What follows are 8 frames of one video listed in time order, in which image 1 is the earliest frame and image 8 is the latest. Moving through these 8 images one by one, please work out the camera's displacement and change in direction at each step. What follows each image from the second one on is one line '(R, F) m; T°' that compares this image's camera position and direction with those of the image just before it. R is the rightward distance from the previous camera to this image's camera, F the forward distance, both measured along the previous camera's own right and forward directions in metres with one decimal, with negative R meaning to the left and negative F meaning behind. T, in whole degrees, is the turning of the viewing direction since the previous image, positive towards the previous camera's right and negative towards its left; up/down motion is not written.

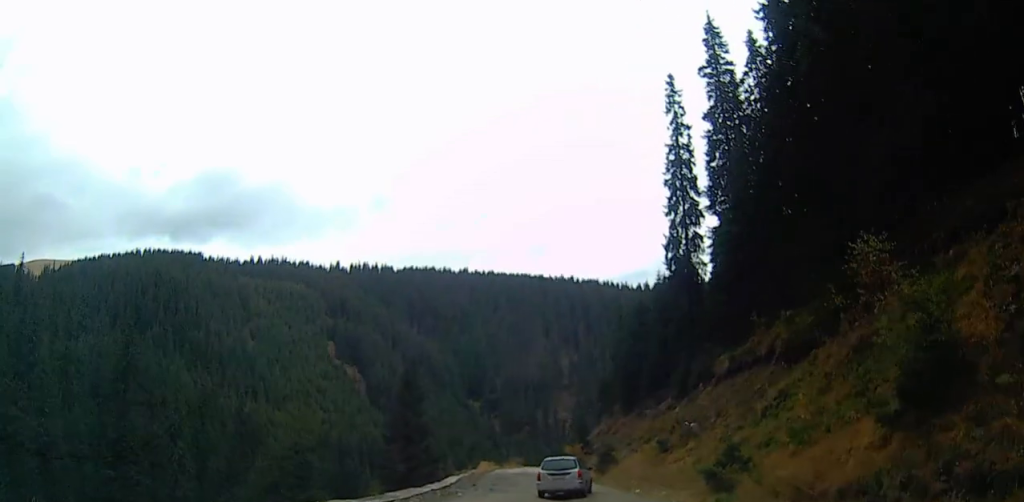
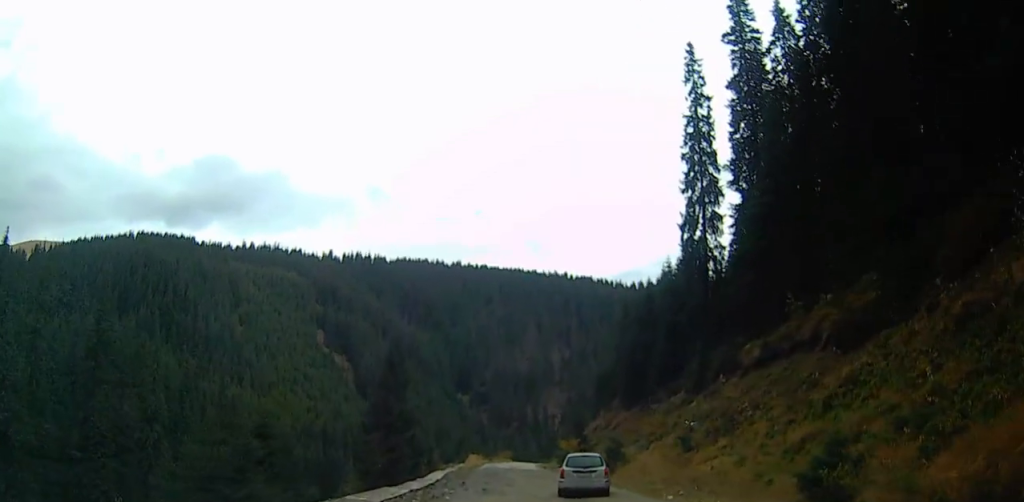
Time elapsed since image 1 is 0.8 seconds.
(-0.1, +5.3) m; -2°
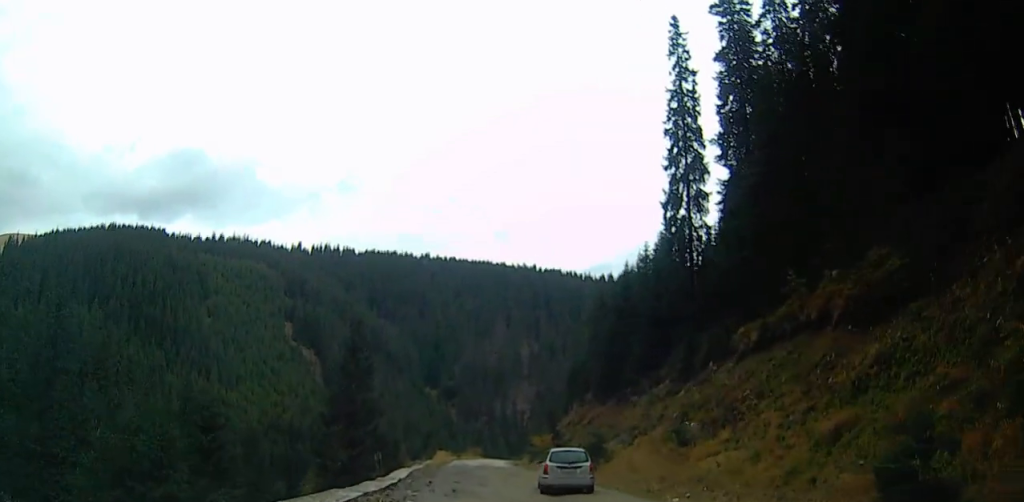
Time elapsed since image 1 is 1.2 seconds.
(-0.1, +3.0) m; -1°
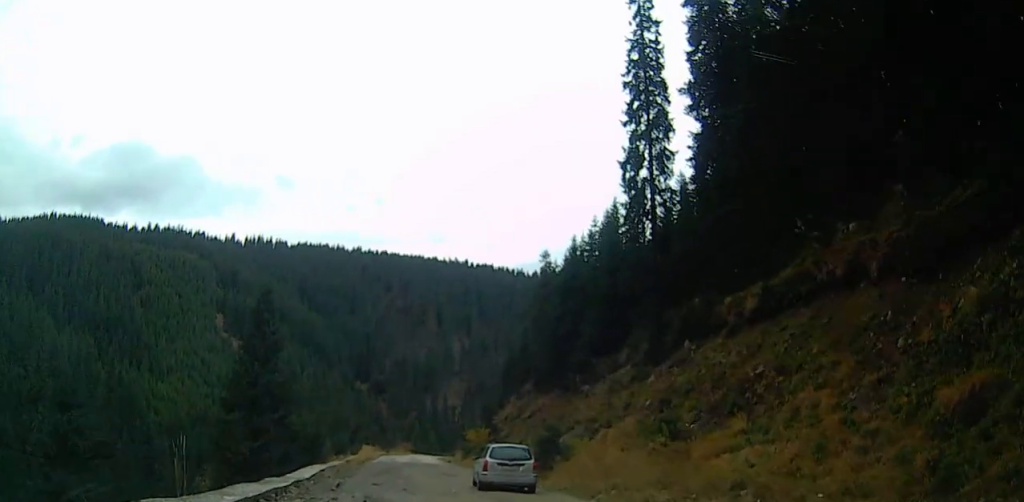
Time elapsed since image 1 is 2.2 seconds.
(0.0, +6.1) m; +4°
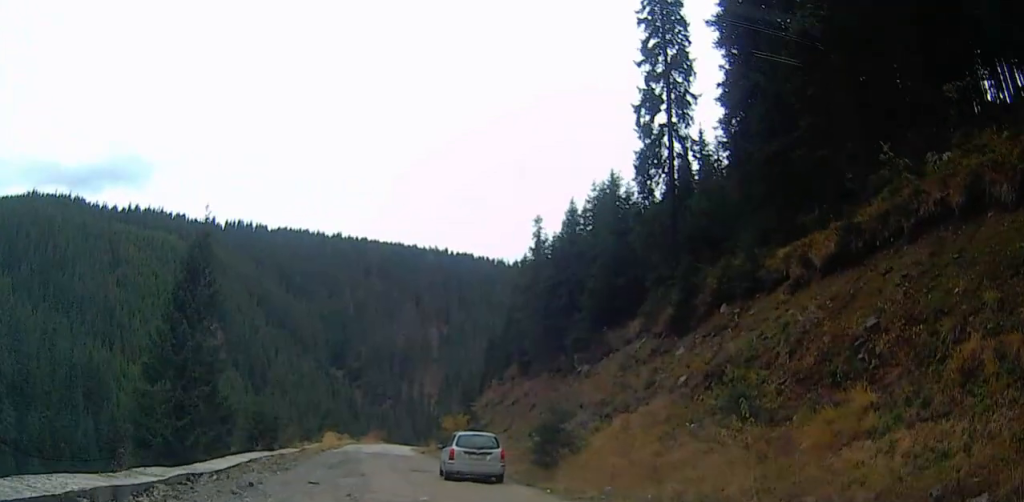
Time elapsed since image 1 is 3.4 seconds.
(+0.5, +6.8) m; +5°
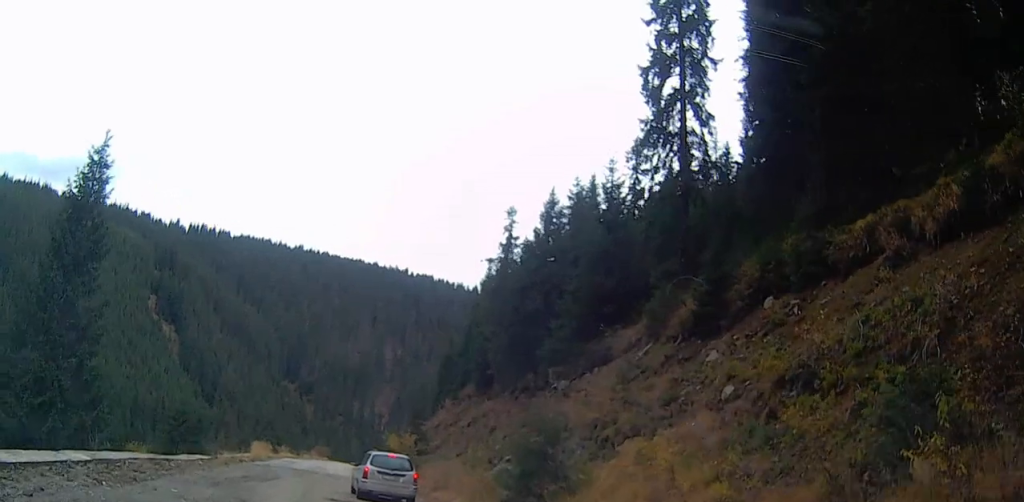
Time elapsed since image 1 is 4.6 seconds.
(+0.3, +7.6) m; +4°
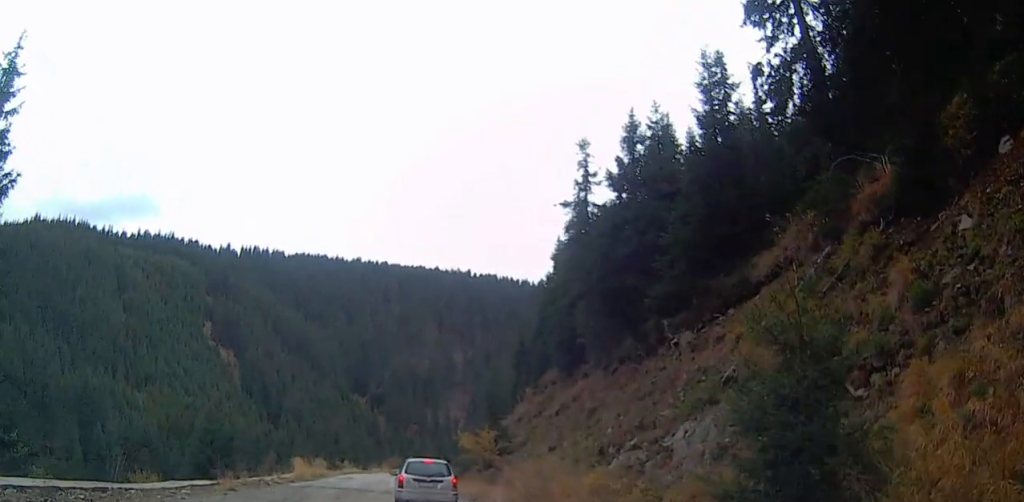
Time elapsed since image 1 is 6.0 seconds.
(-0.5, +8.8) m; -8°
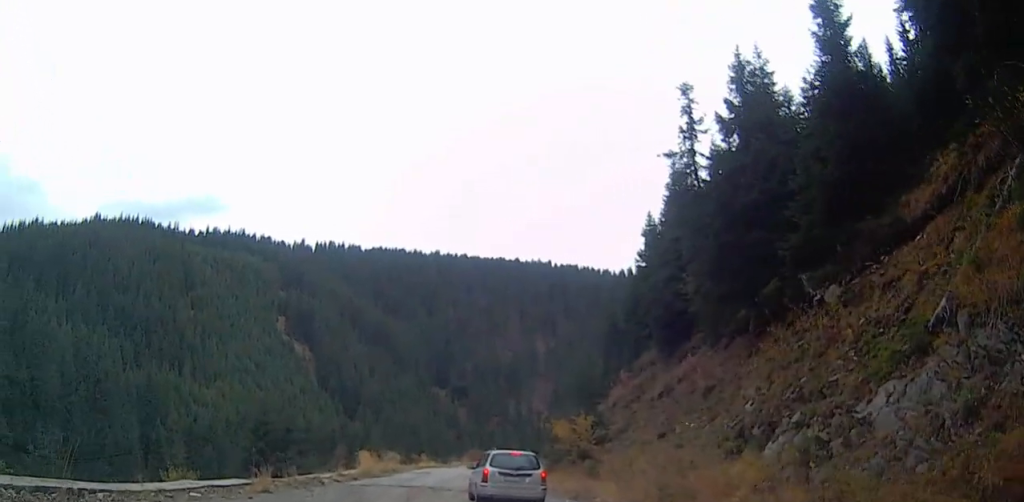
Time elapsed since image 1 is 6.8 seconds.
(-0.1, +4.8) m; +1°
